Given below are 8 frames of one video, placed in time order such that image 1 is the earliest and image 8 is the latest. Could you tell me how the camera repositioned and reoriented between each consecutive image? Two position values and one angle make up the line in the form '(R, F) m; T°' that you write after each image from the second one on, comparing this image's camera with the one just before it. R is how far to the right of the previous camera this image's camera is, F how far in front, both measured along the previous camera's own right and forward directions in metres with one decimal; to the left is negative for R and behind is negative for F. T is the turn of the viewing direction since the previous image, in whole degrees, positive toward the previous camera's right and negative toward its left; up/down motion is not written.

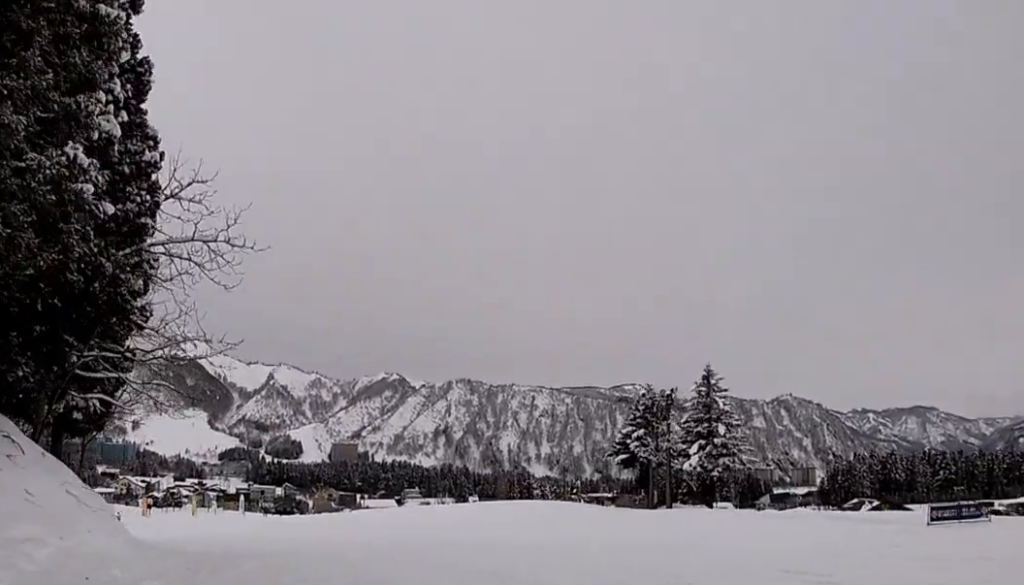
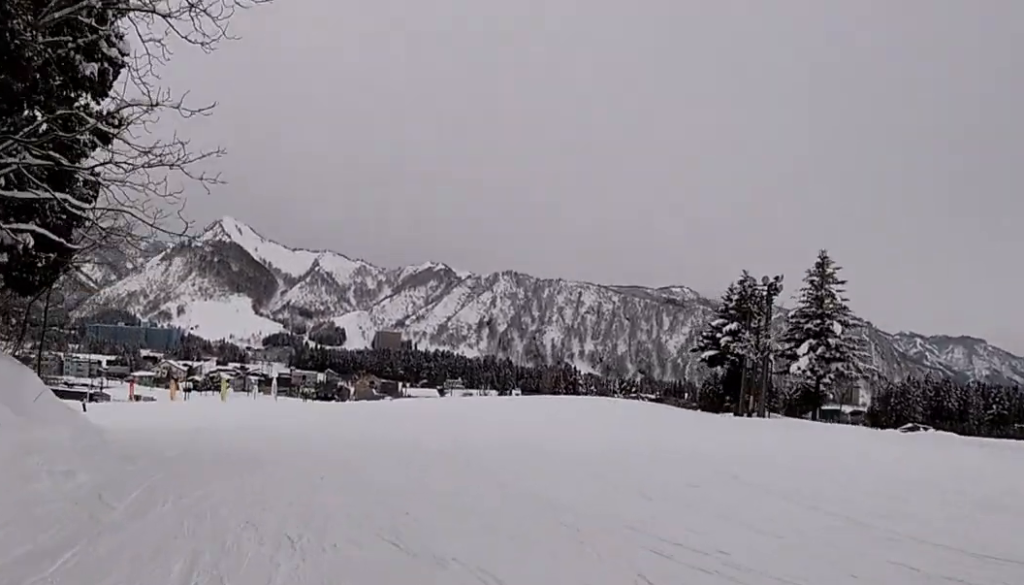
(-1.1, +8.2) m; -1°
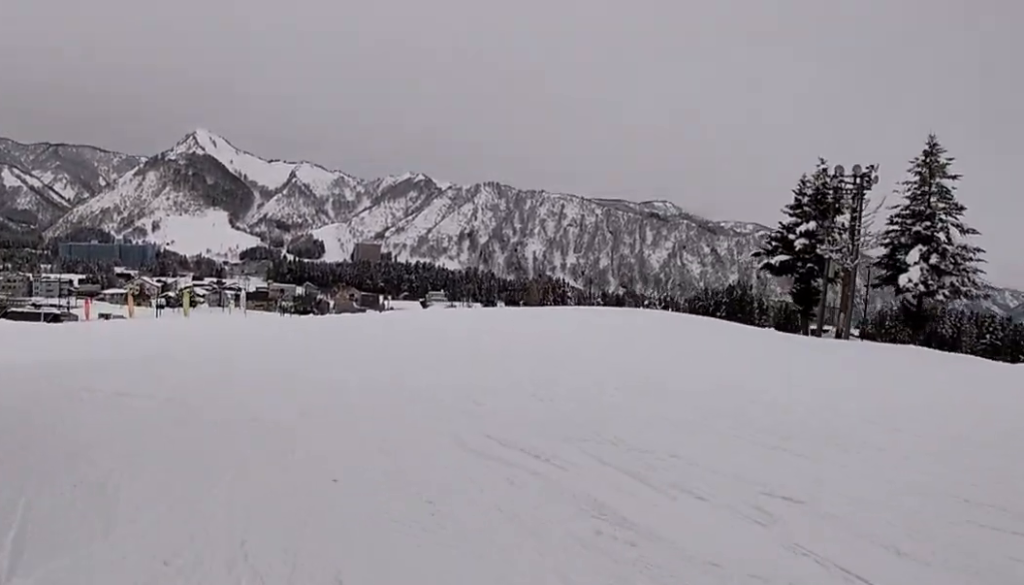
(+1.1, +10.4) m; -1°
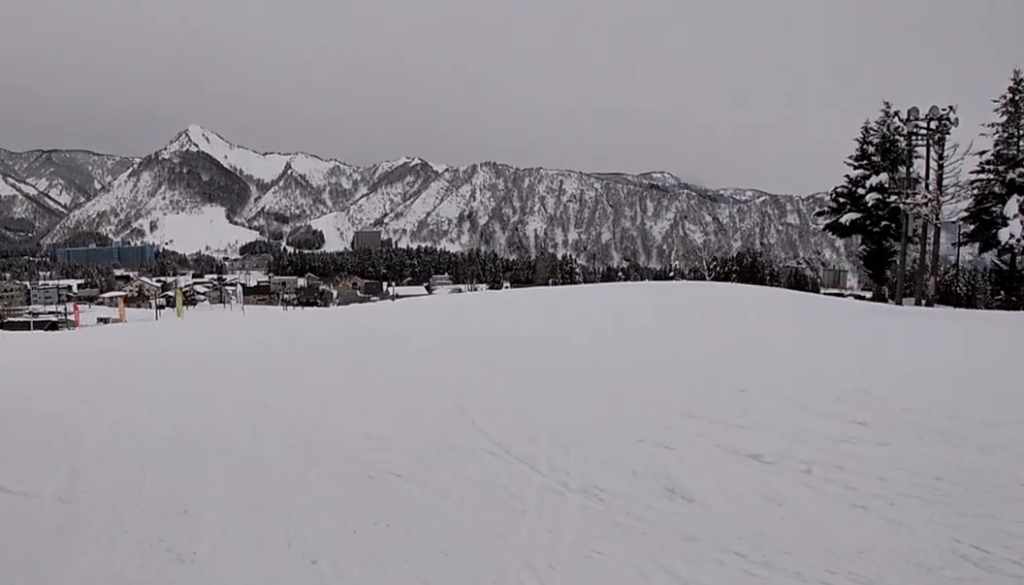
(-1.1, +5.6) m; -1°
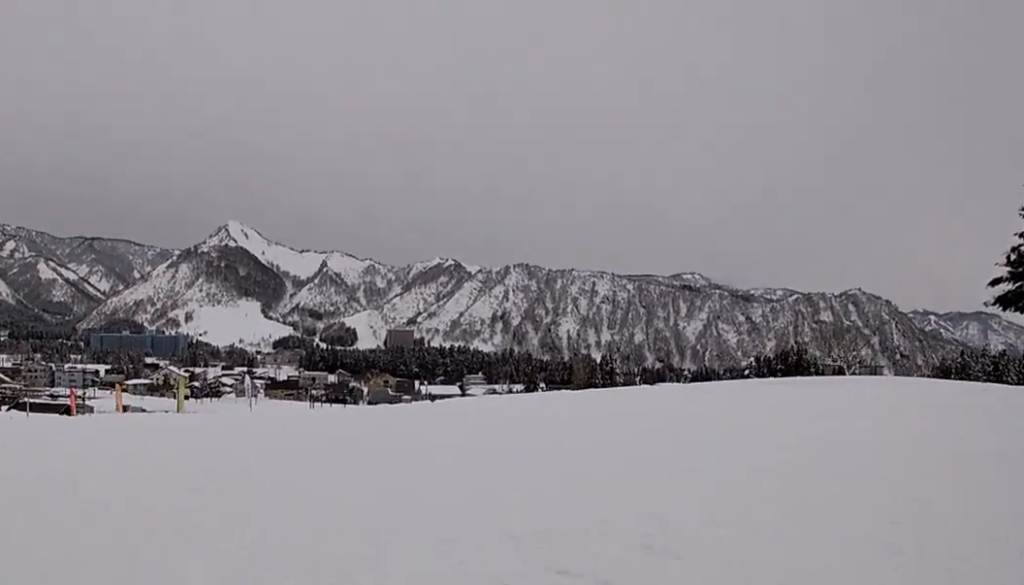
(+1.0, +9.9) m; -1°
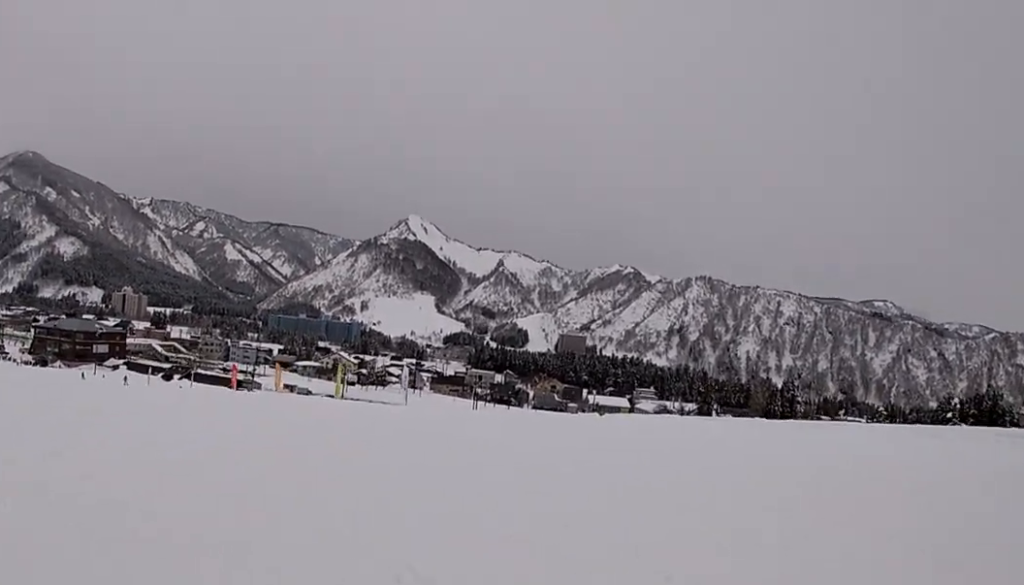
(-0.5, +3.0) m; -13°
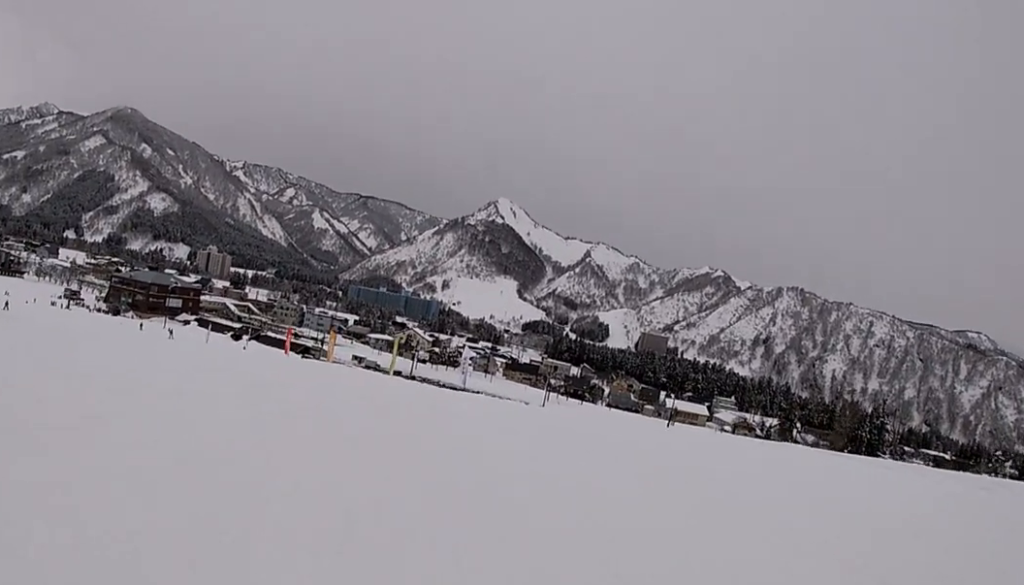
(-1.1, +5.3) m; -22°
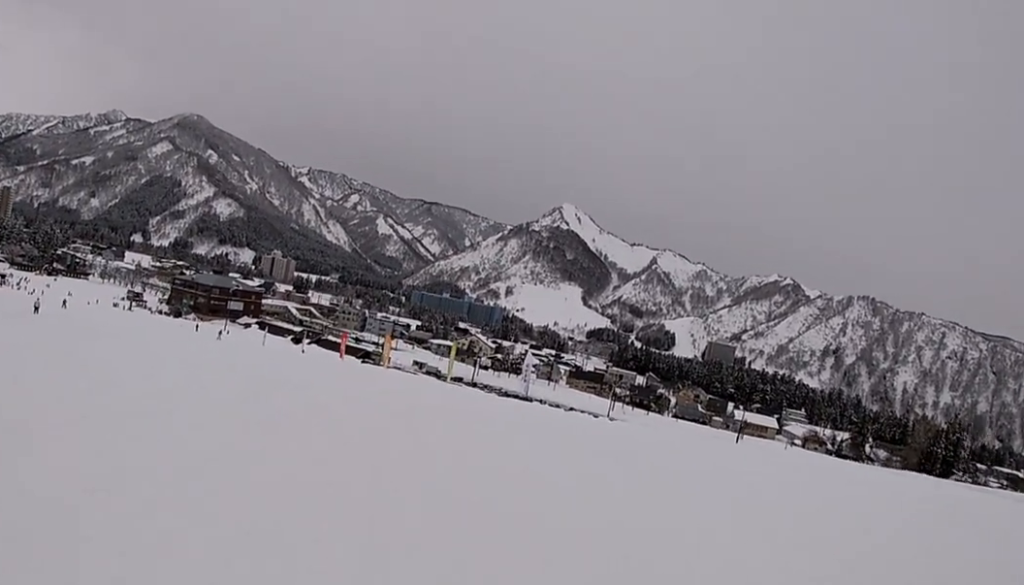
(-0.7, +2.5) m; -9°
